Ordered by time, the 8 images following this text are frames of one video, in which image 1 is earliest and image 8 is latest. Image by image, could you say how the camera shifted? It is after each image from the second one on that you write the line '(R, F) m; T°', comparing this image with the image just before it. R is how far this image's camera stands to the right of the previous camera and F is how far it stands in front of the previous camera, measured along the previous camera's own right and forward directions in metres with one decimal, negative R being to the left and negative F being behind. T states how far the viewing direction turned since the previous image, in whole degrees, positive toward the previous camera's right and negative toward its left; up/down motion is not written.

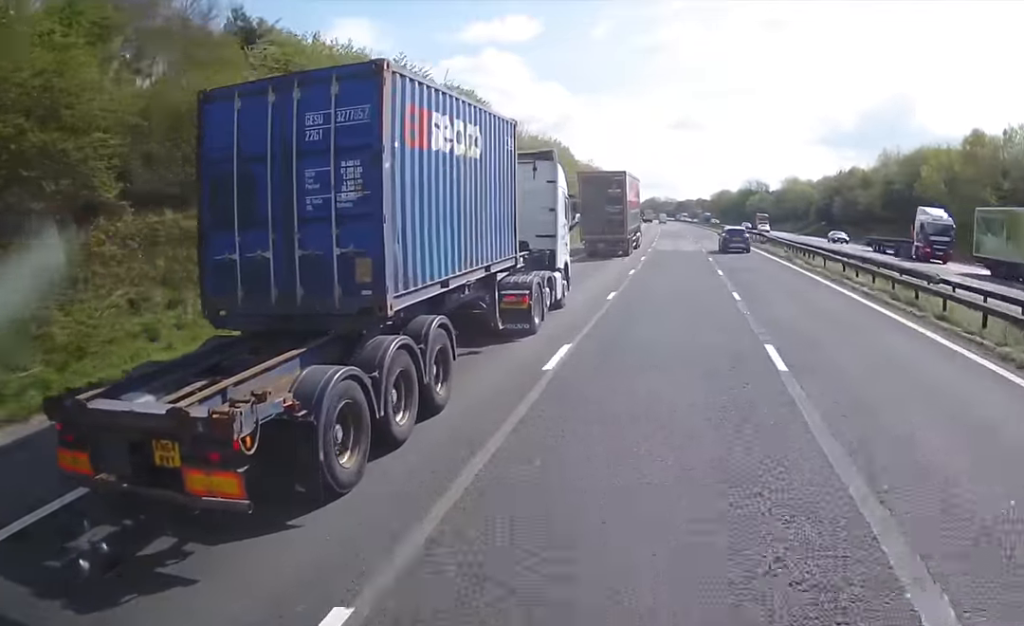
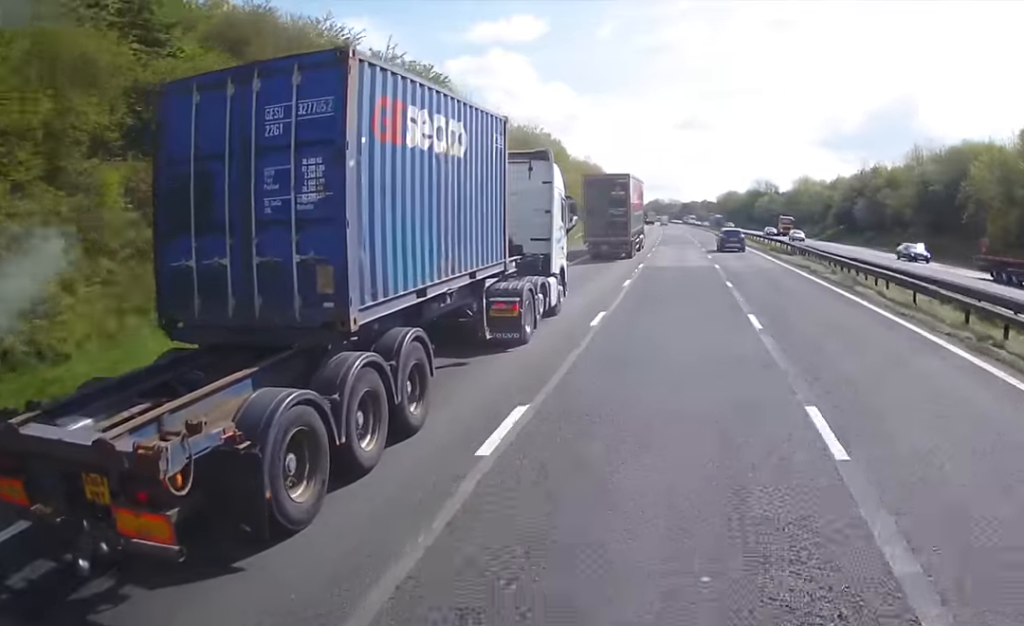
(0.0, +13.1) m; 0°
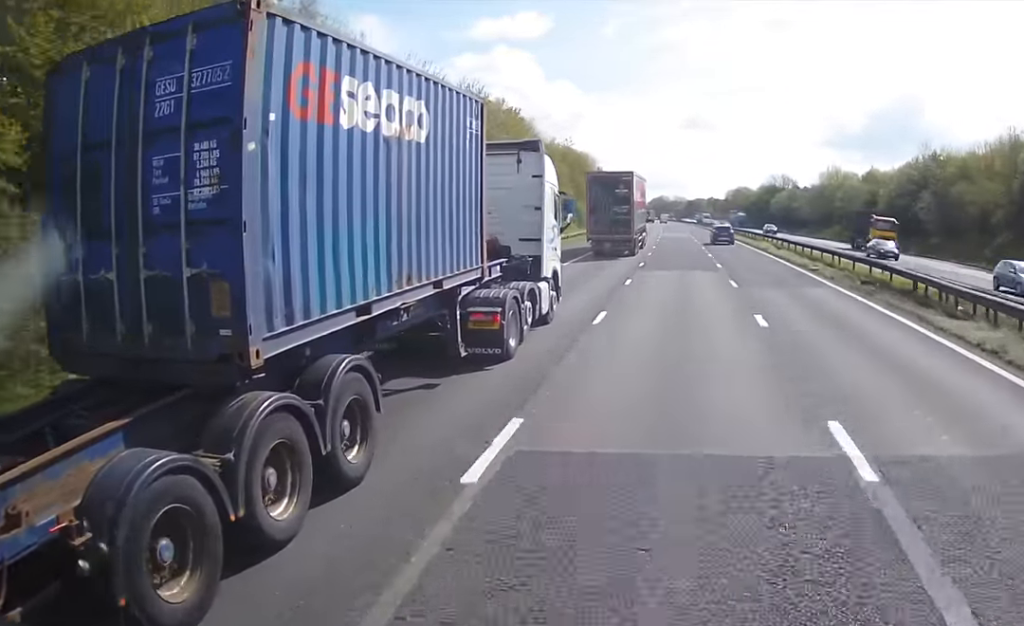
(-0.3, +27.8) m; 0°
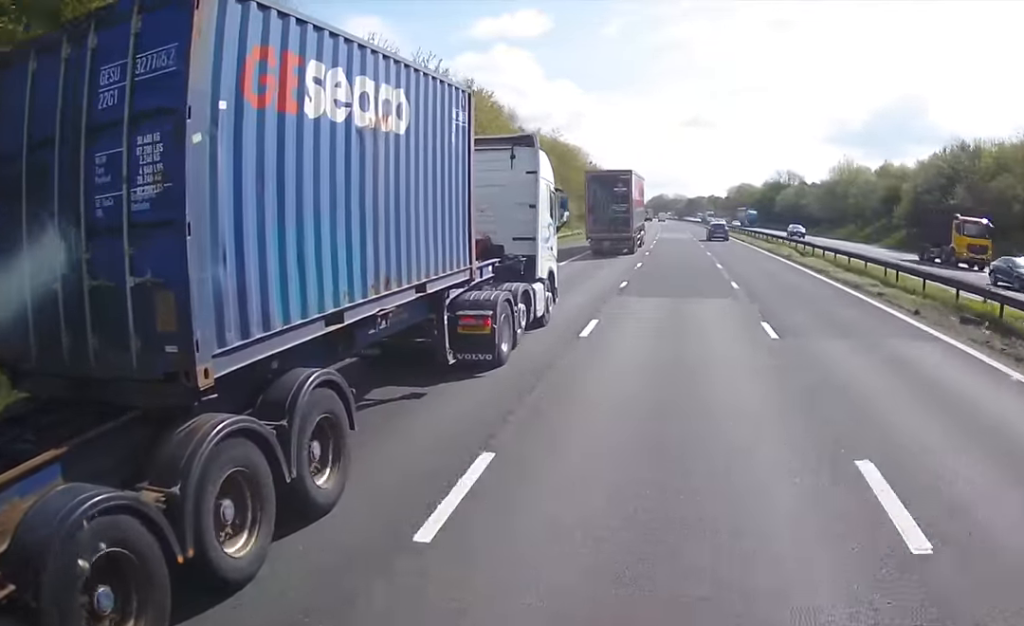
(0.0, +10.7) m; 0°
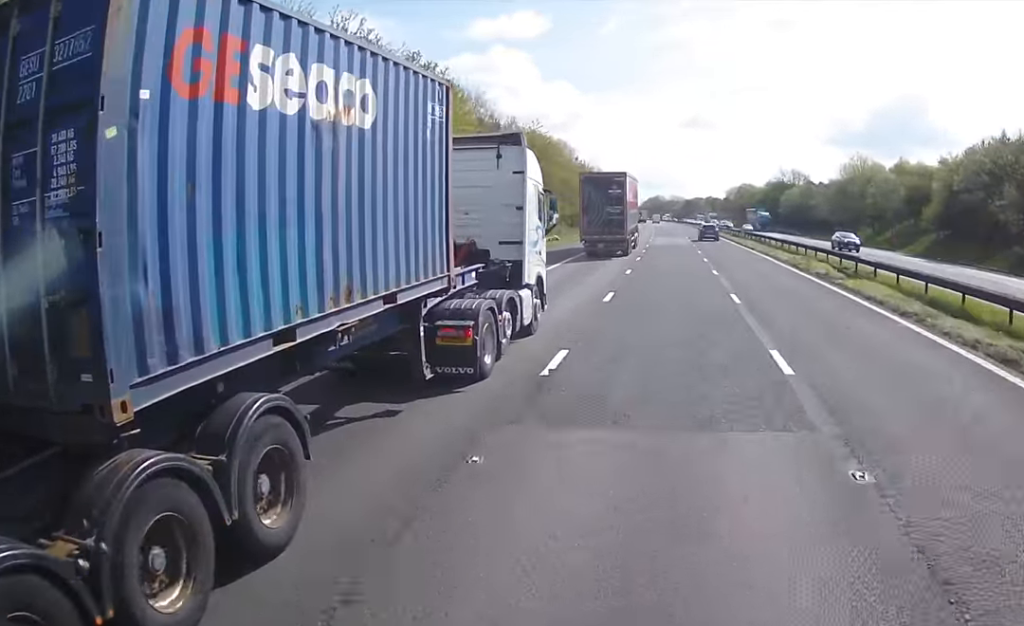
(0.0, +12.2) m; 0°
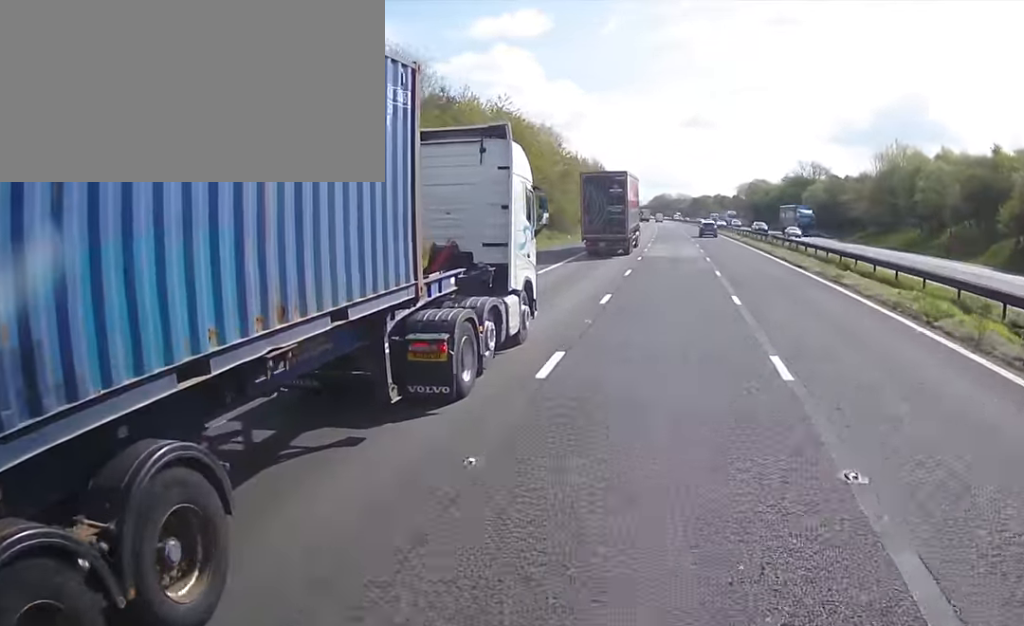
(0.0, +18.7) m; -1°
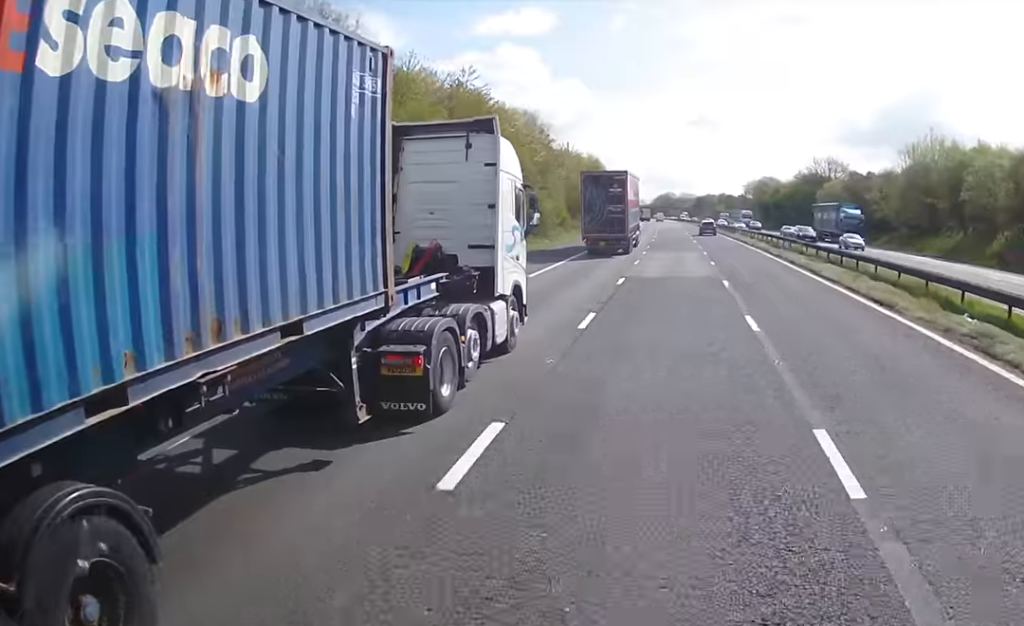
(-0.3, +13.0) m; 0°
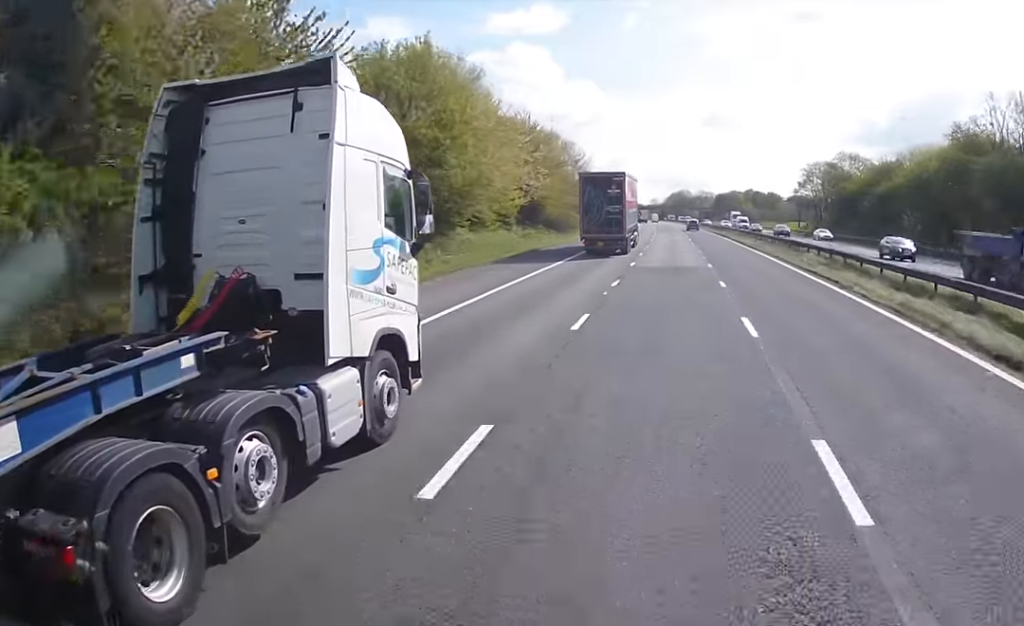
(+1.0, +81.6) m; -1°
